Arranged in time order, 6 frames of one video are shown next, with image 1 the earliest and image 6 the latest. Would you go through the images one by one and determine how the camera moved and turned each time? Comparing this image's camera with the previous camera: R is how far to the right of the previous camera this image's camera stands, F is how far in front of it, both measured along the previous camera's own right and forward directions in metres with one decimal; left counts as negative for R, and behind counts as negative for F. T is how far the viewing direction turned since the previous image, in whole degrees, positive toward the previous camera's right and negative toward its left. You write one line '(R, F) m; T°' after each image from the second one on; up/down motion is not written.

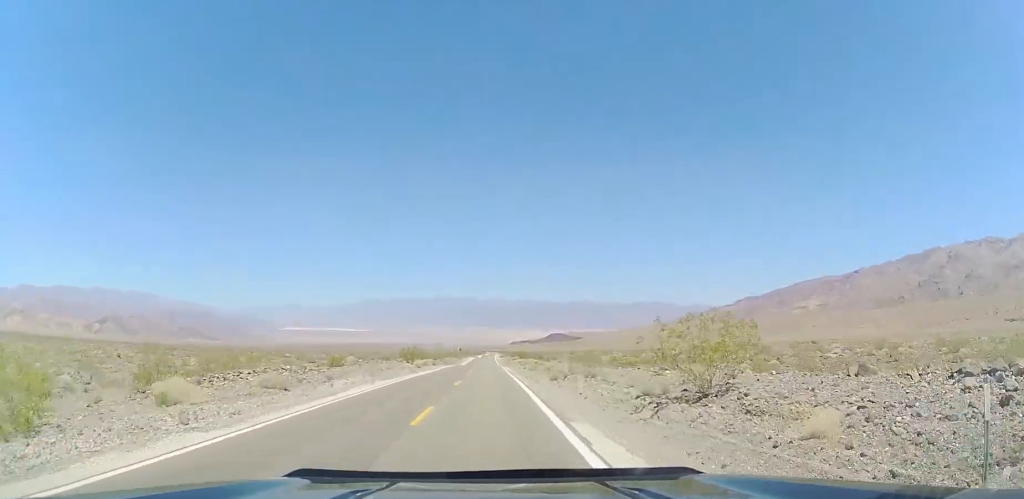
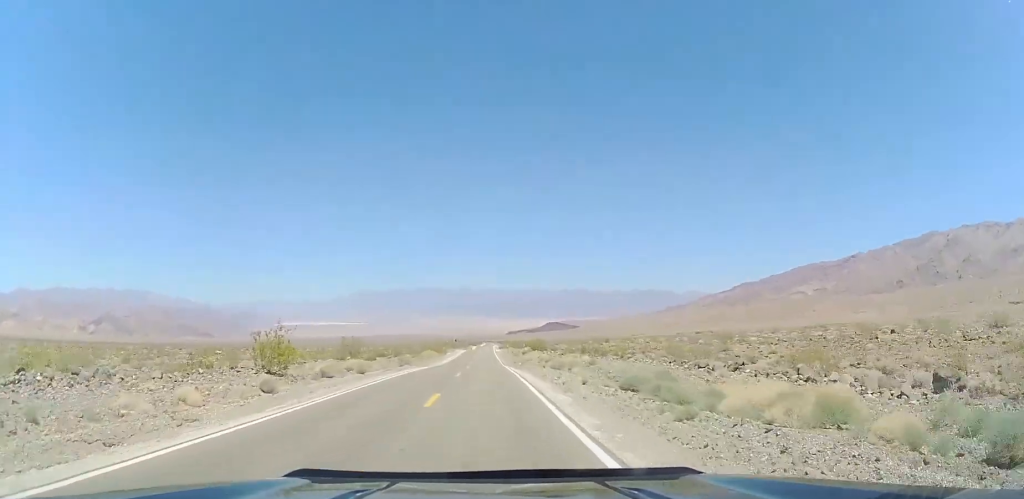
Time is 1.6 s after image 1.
(+0.3, +41.3) m; 0°
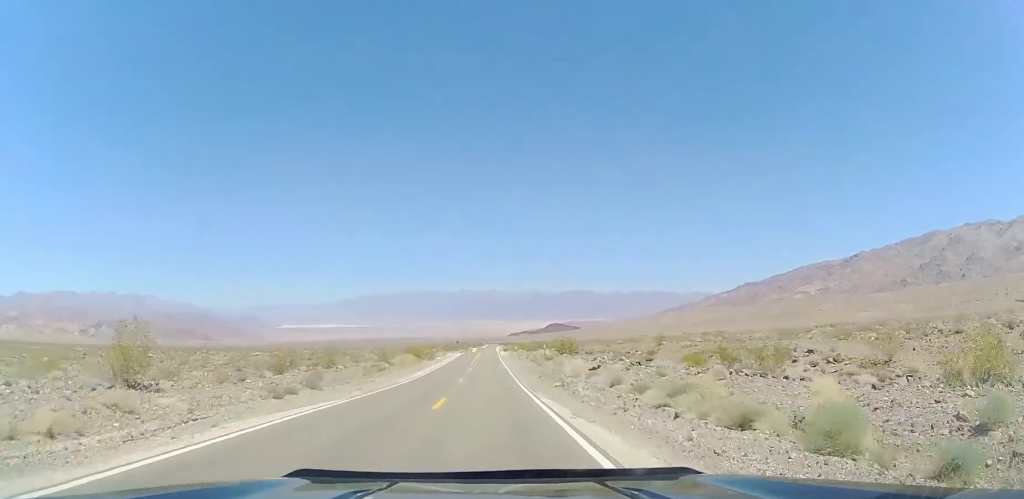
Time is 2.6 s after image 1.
(-0.3, +28.0) m; 0°
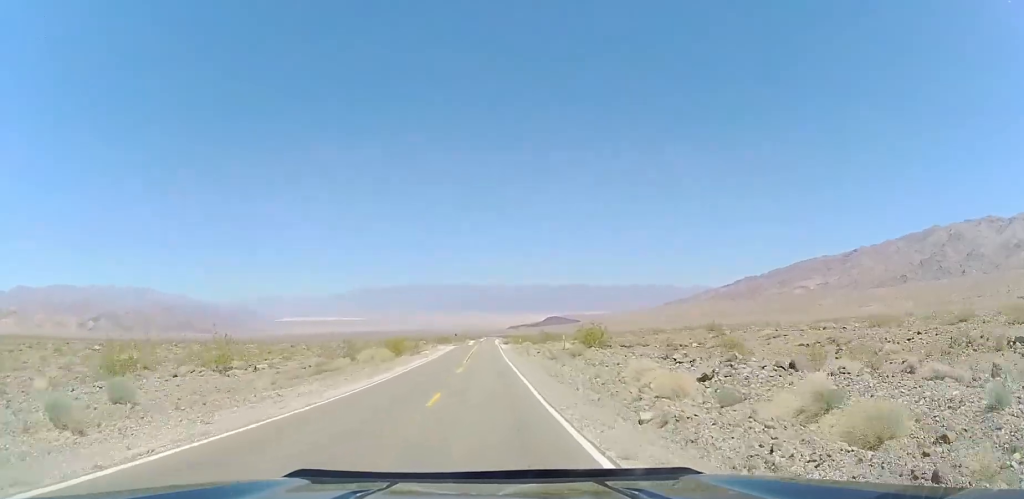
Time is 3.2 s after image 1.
(0.0, +15.6) m; 0°
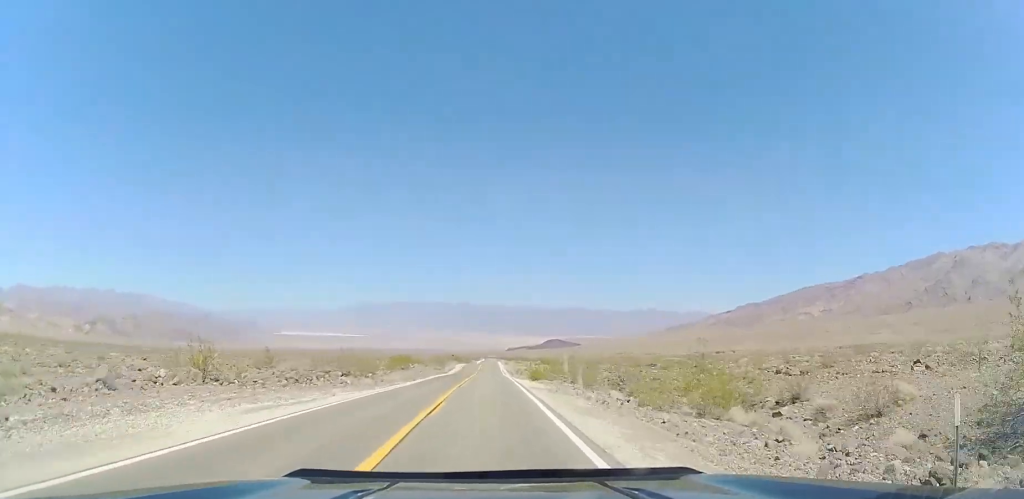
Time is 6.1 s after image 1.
(+0.4, +72.0) m; +1°
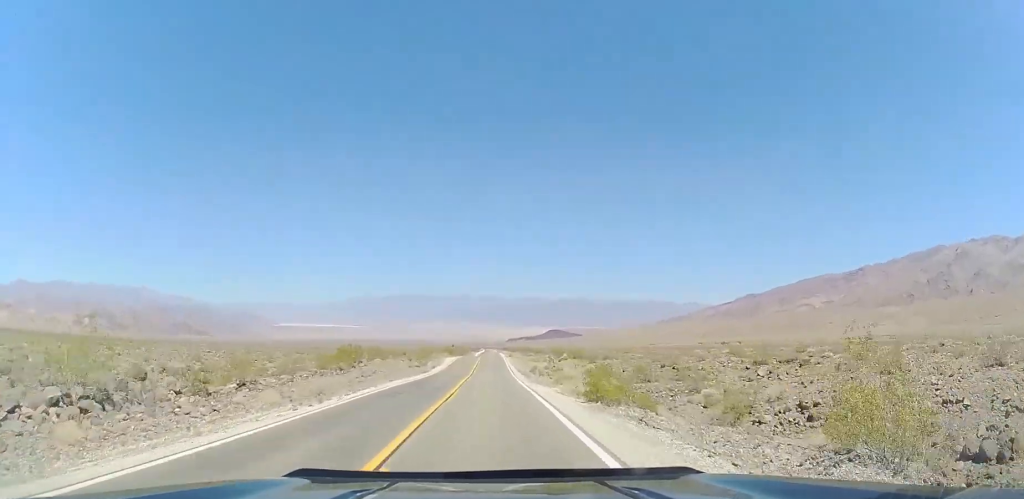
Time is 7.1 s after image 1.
(+0.1, +25.2) m; 0°
